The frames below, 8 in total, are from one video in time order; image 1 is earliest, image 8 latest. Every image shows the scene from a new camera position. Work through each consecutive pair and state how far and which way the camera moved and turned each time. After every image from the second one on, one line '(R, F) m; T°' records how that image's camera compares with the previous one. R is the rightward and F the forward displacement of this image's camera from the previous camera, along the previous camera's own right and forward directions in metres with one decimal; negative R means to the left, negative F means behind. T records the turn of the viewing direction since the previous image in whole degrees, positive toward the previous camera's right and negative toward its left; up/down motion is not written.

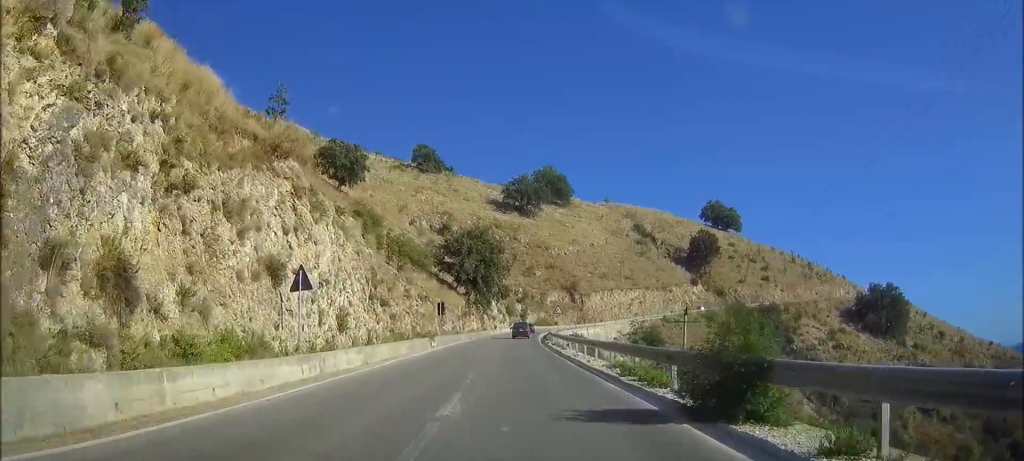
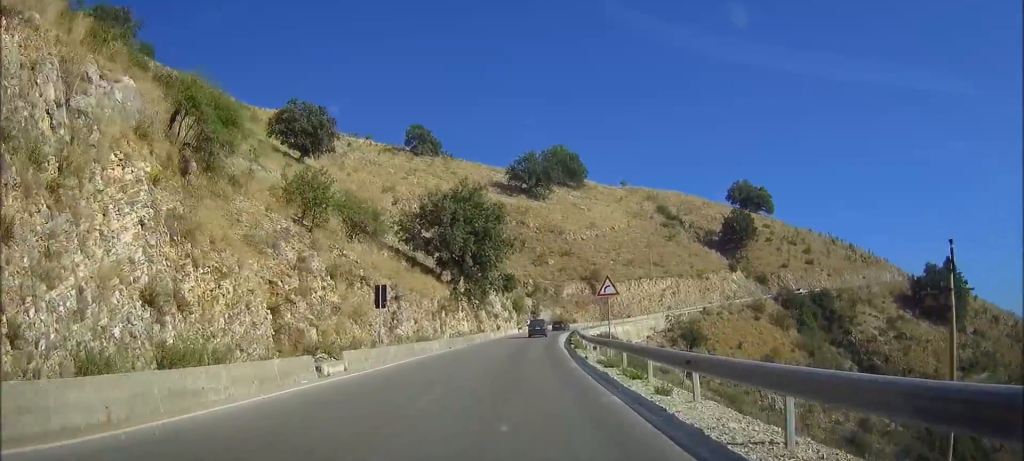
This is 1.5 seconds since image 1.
(+0.1, +26.2) m; 0°
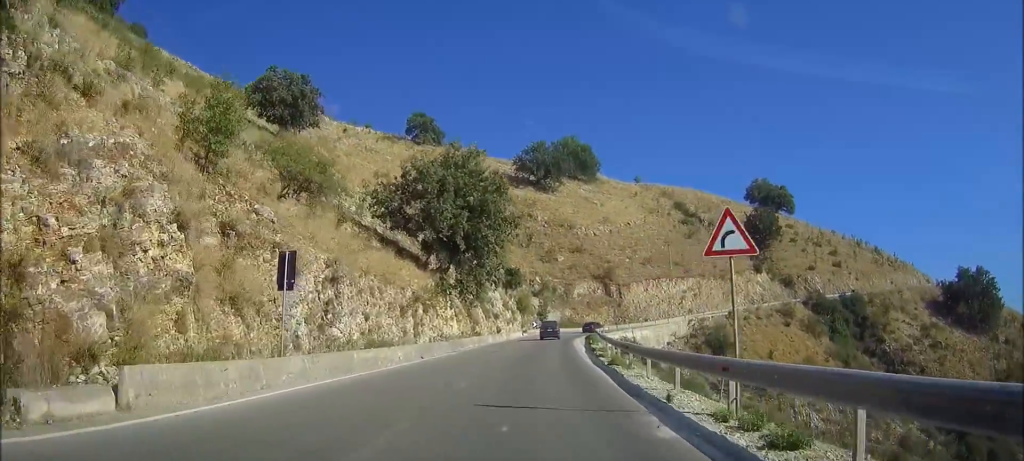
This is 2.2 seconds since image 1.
(0.0, +13.1) m; 0°
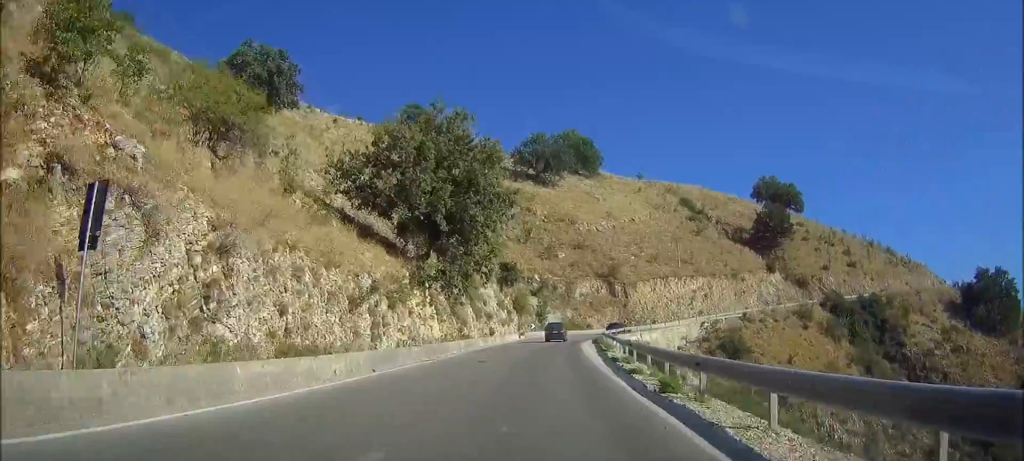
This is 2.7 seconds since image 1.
(0.0, +9.0) m; 0°
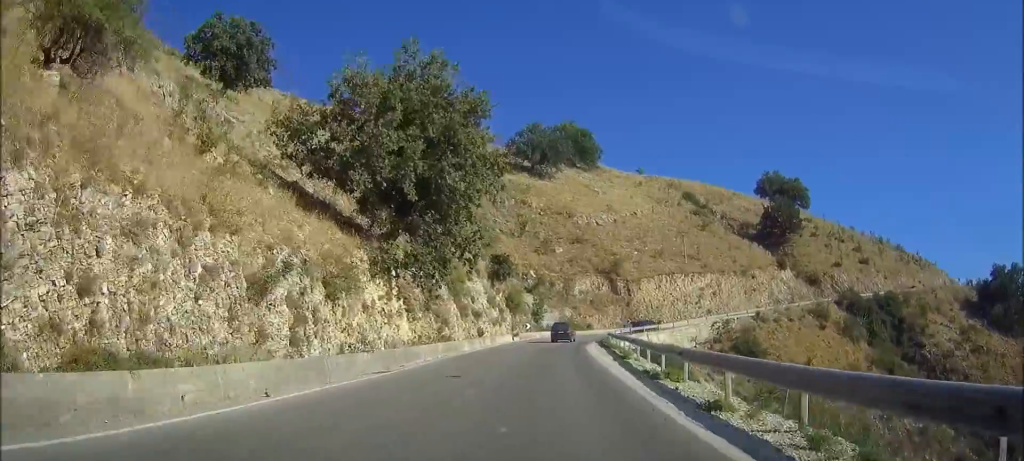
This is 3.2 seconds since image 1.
(0.0, +8.4) m; 0°
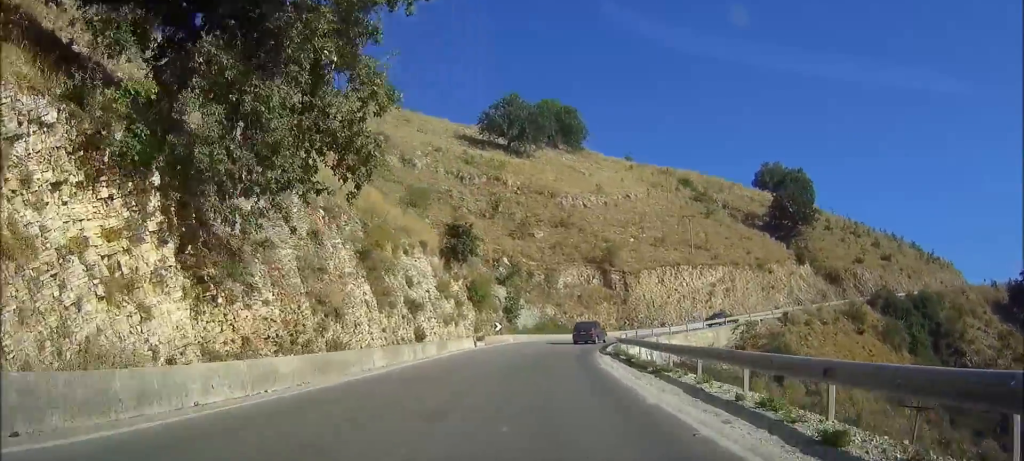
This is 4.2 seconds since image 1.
(0.0, +19.3) m; 0°
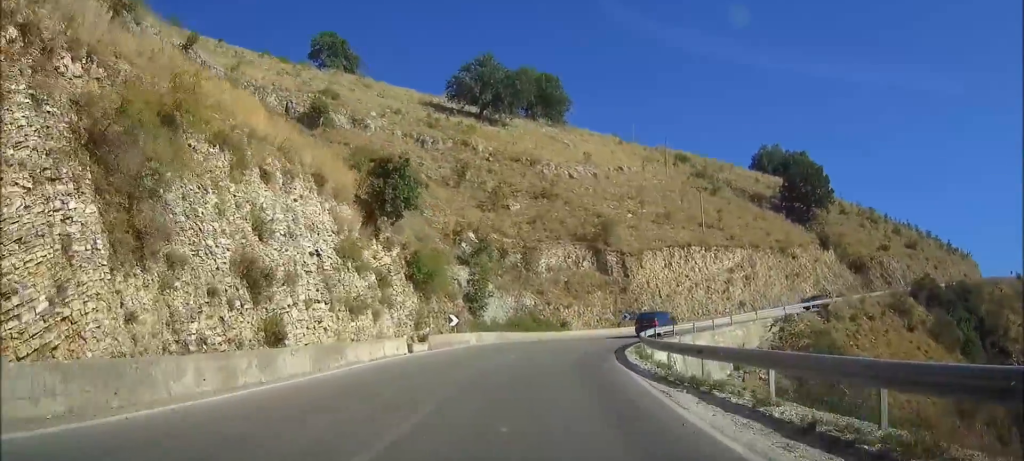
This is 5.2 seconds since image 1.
(0.0, +16.5) m; 0°
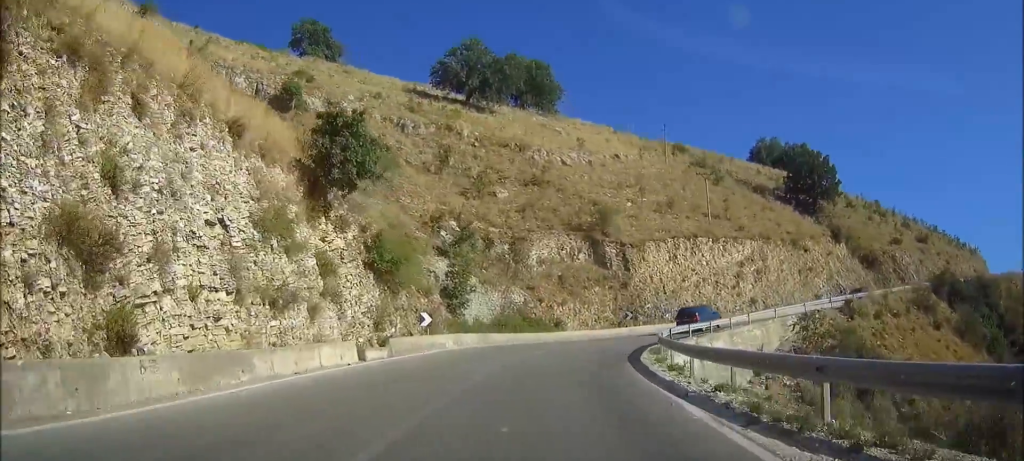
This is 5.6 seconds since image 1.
(0.0, +6.1) m; 0°
